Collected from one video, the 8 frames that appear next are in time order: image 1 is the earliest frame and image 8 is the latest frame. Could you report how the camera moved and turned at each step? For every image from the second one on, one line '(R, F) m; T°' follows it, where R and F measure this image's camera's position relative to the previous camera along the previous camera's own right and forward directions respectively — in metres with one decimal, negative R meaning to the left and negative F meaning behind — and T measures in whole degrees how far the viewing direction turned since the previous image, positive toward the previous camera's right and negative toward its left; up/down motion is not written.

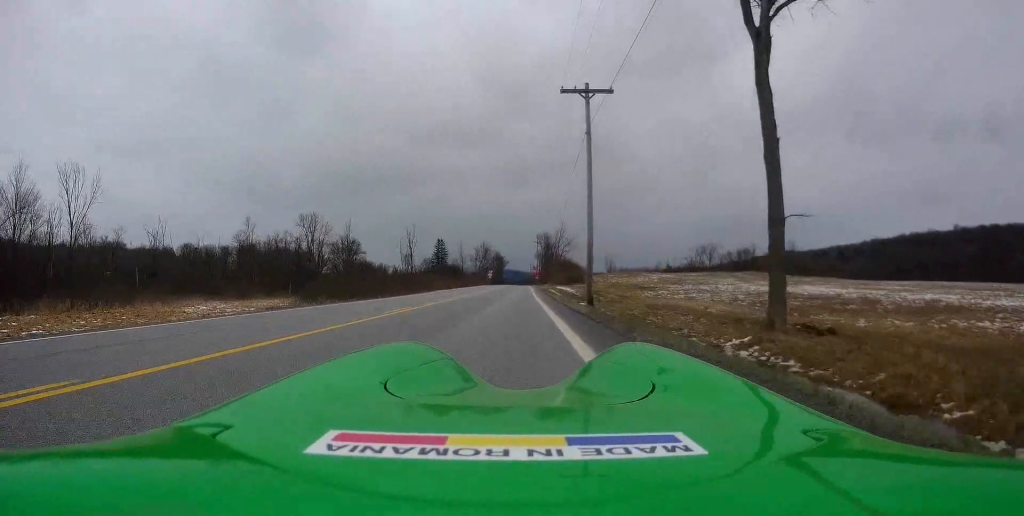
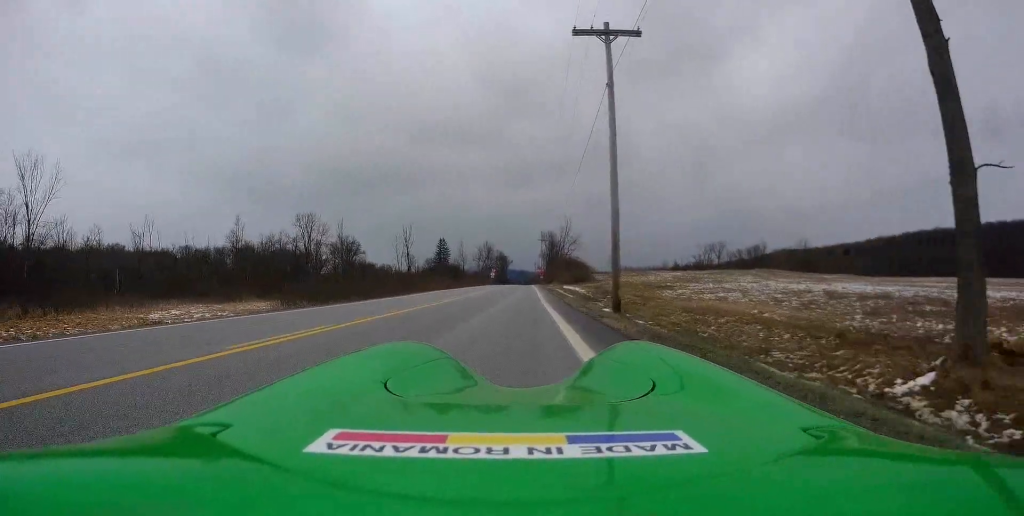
(+0.1, +6.9) m; -1°
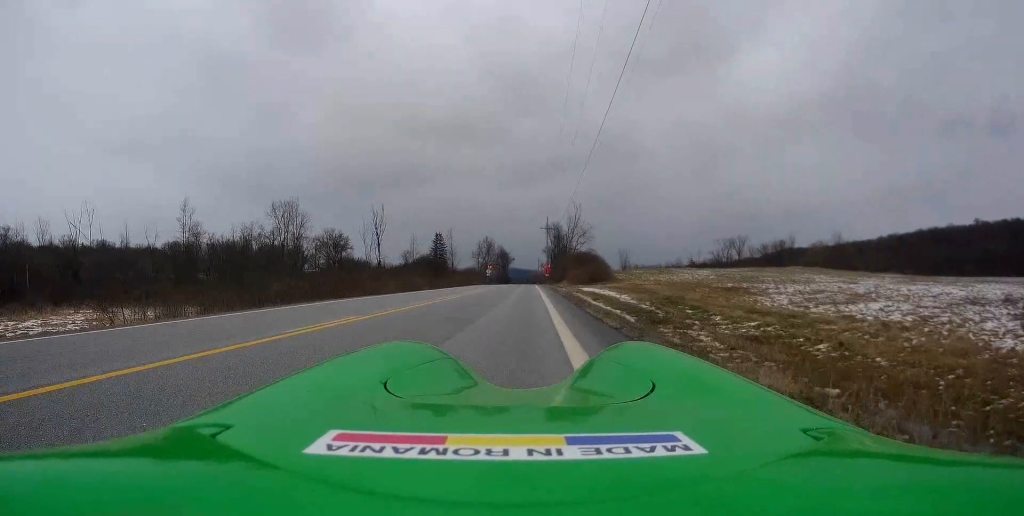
(-0.3, +22.0) m; -1°
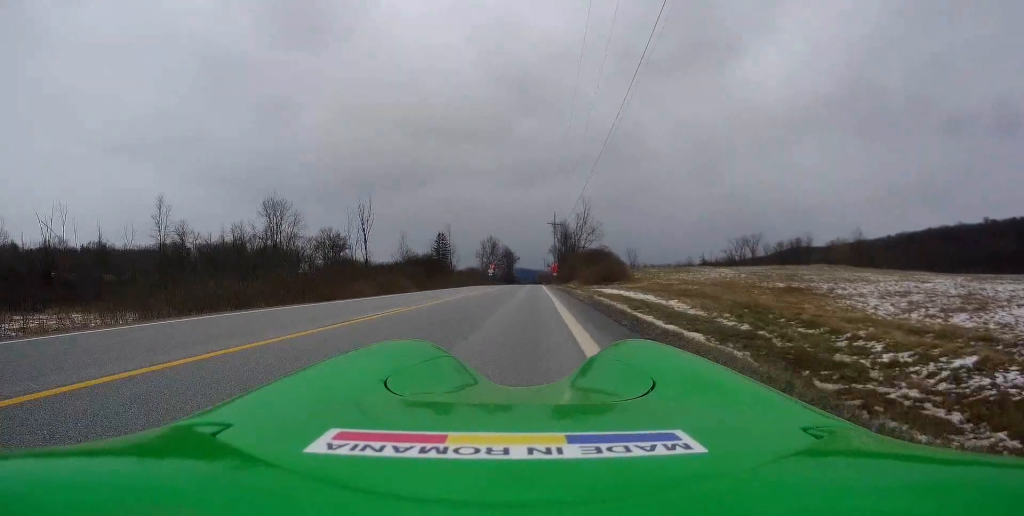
(-0.1, +9.2) m; 0°
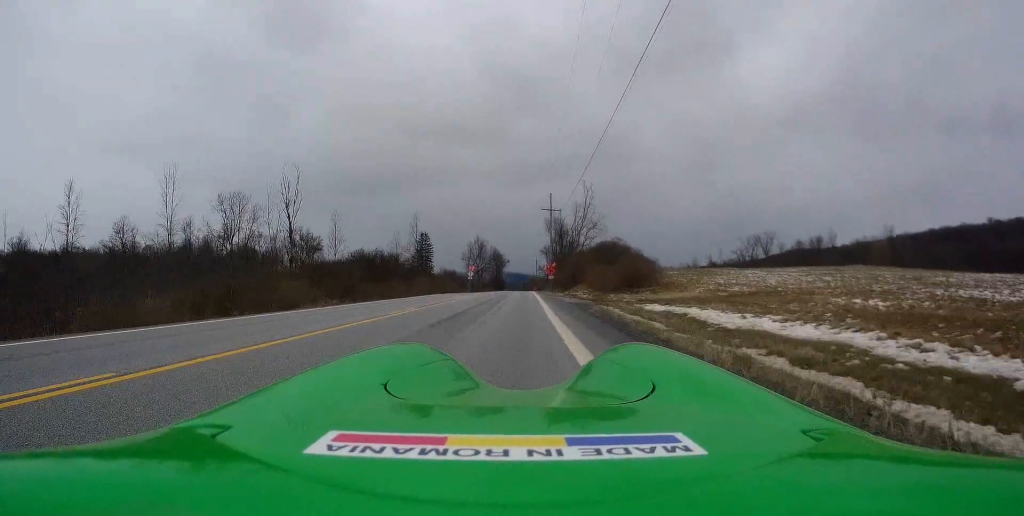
(+0.1, +20.9) m; 0°
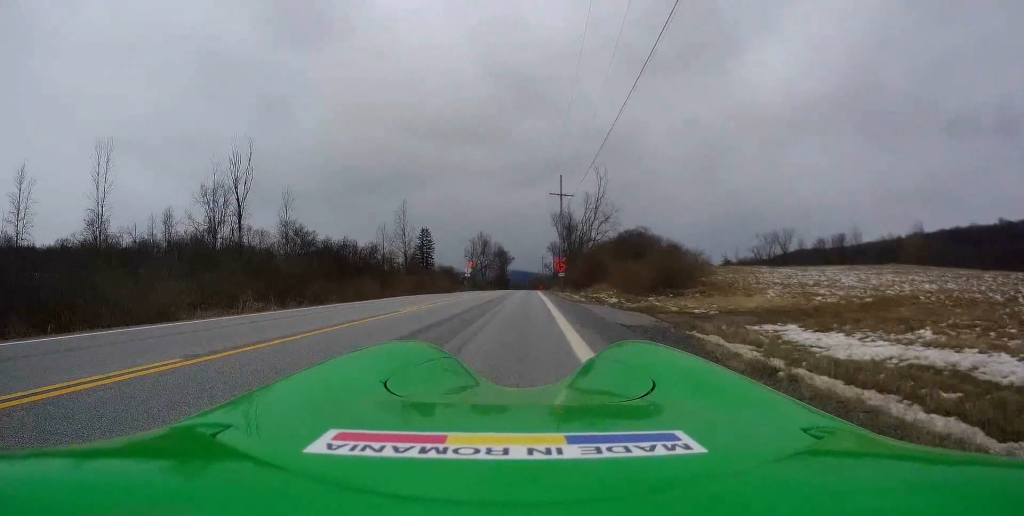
(-0.1, +10.6) m; +1°
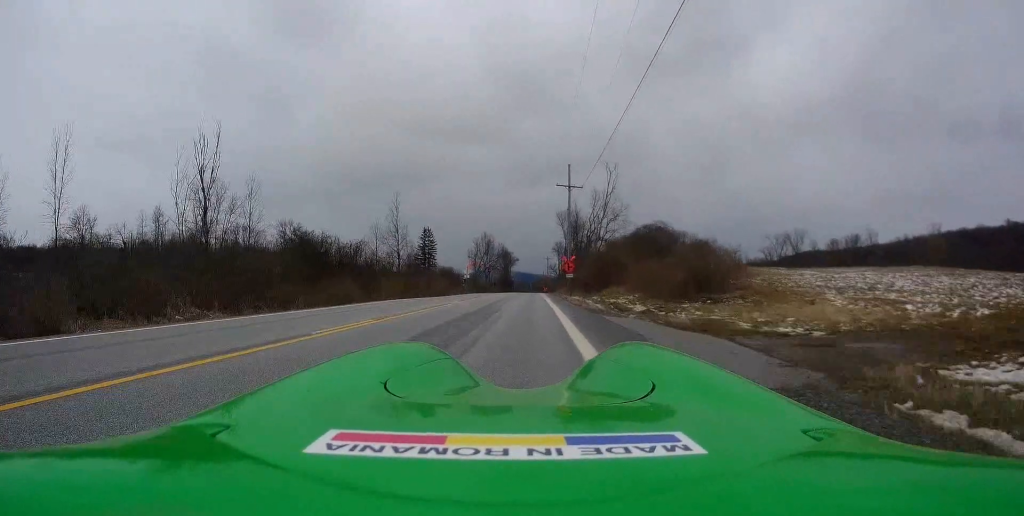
(0.0, +5.5) m; +2°
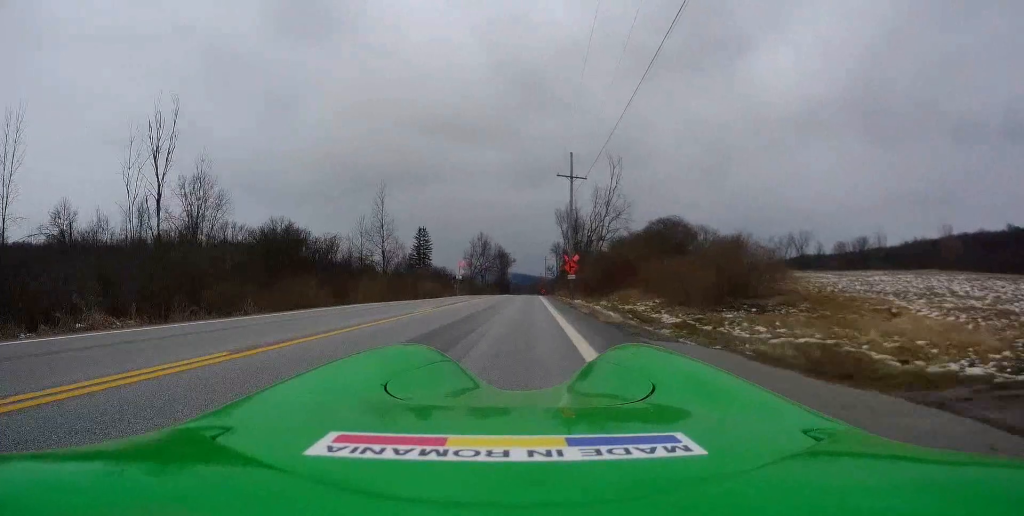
(+0.1, +5.0) m; 0°
